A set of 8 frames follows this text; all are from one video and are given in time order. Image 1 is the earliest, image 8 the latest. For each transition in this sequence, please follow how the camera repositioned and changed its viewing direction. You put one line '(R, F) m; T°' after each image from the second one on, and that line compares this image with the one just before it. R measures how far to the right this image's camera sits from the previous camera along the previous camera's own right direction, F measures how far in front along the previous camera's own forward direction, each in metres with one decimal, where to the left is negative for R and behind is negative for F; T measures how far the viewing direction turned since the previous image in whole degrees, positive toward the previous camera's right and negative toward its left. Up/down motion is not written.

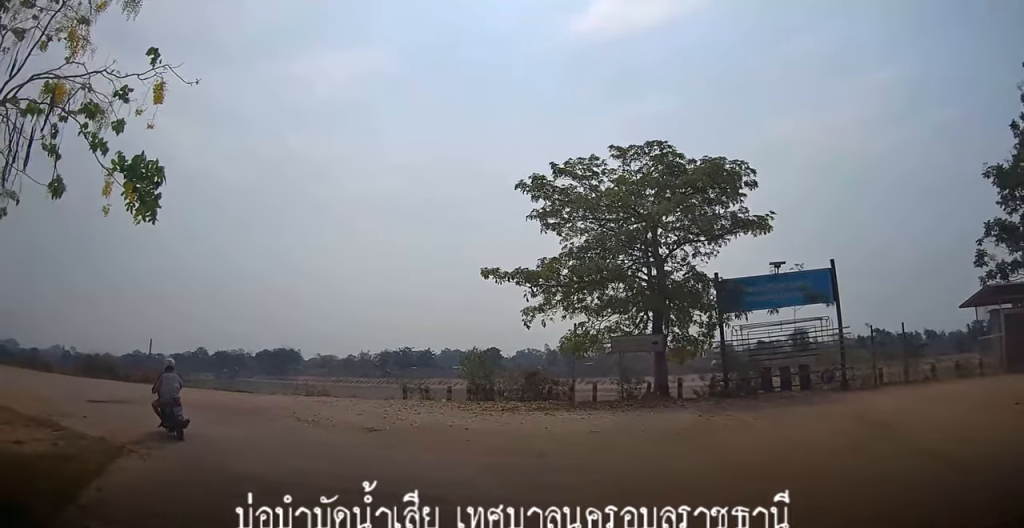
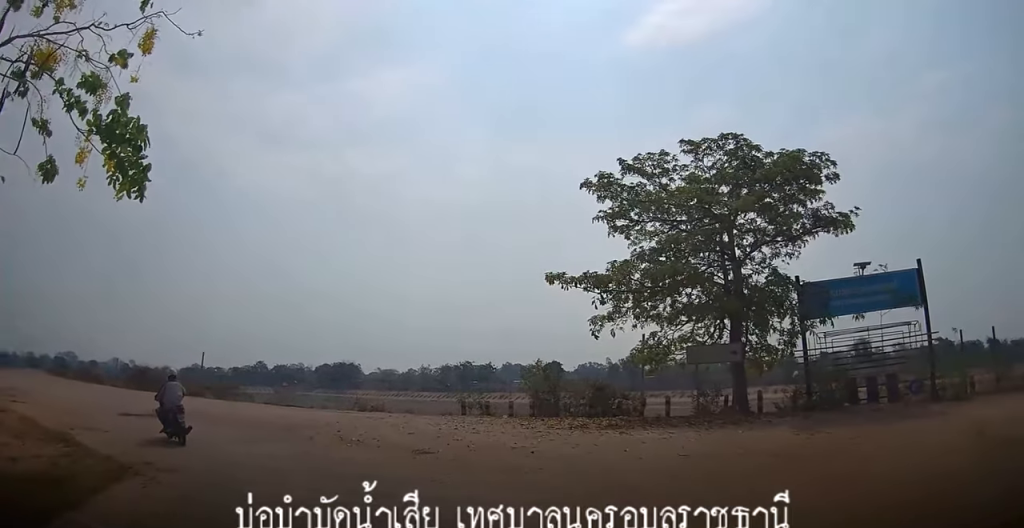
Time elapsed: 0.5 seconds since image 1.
(0.0, +1.8) m; -1°
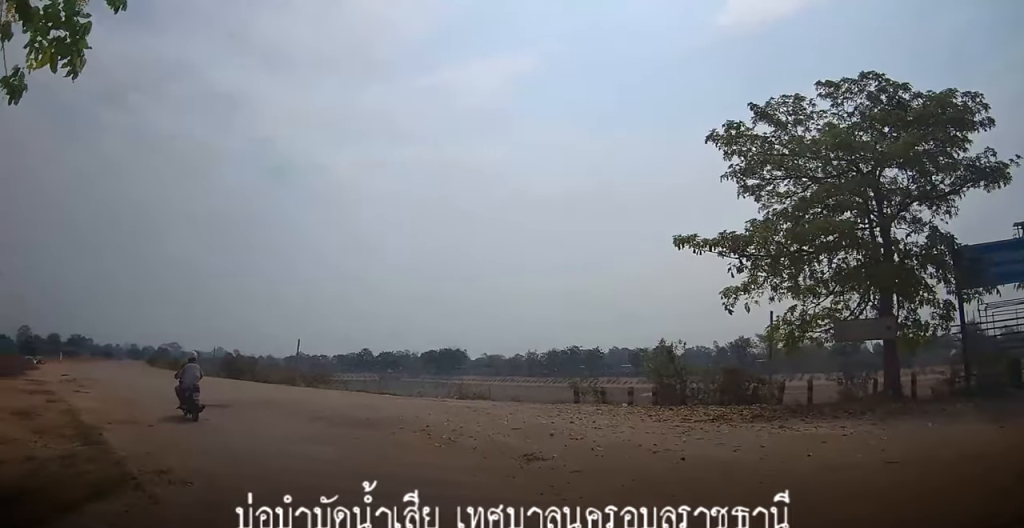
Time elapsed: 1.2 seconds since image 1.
(-0.1, +2.8) m; -8°
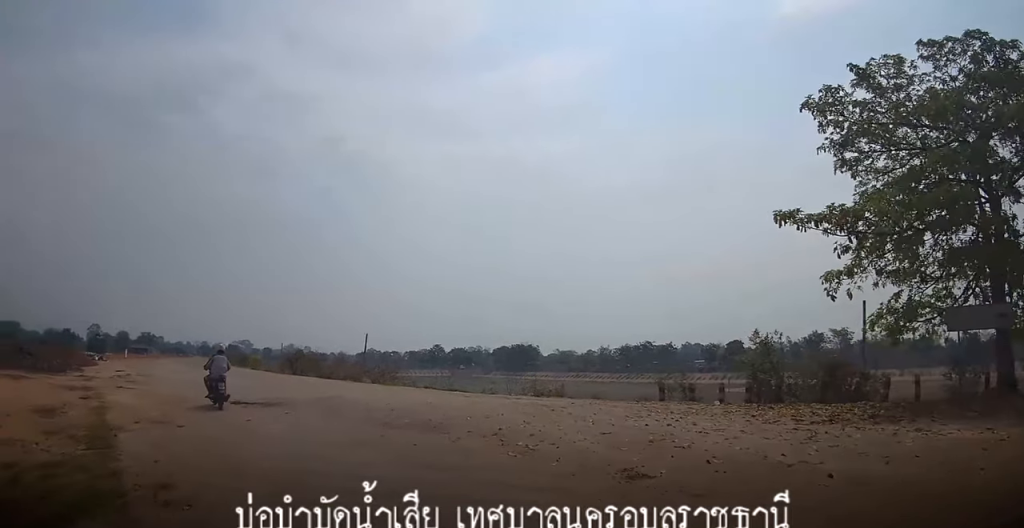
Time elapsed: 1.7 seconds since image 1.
(+0.1, +1.7) m; -8°
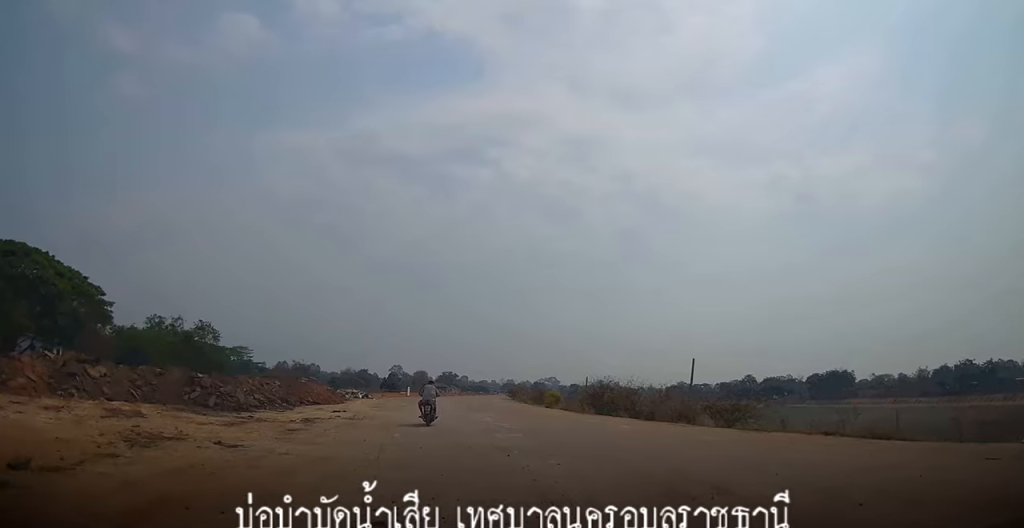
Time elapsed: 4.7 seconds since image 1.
(-4.5, +9.9) m; -34°
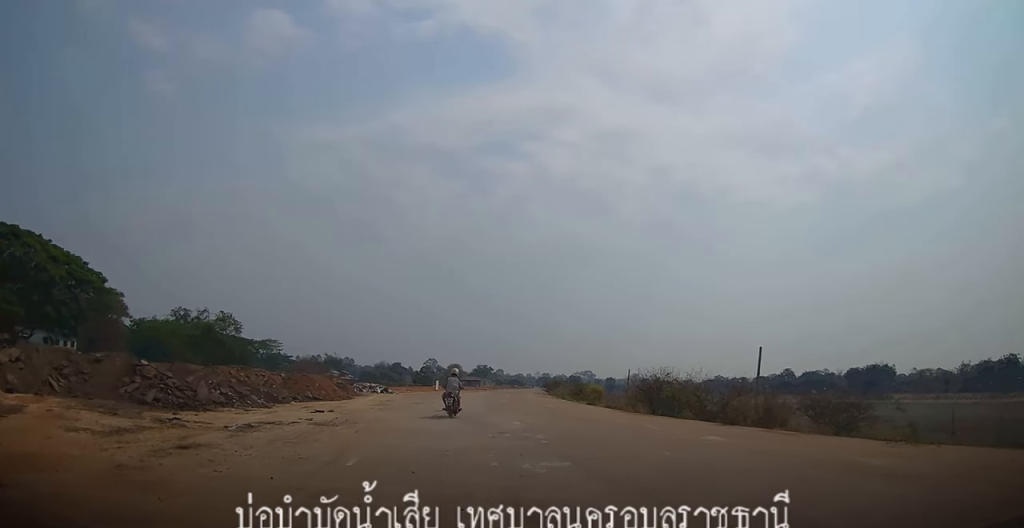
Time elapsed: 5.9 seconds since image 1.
(+0.1, +5.9) m; -1°
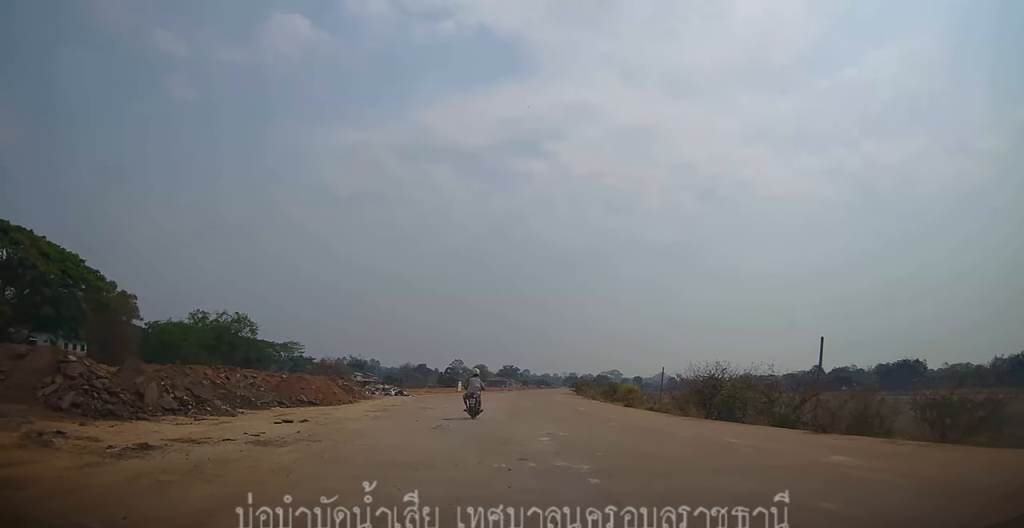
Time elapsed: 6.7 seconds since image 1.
(0.0, +4.4) m; -7°
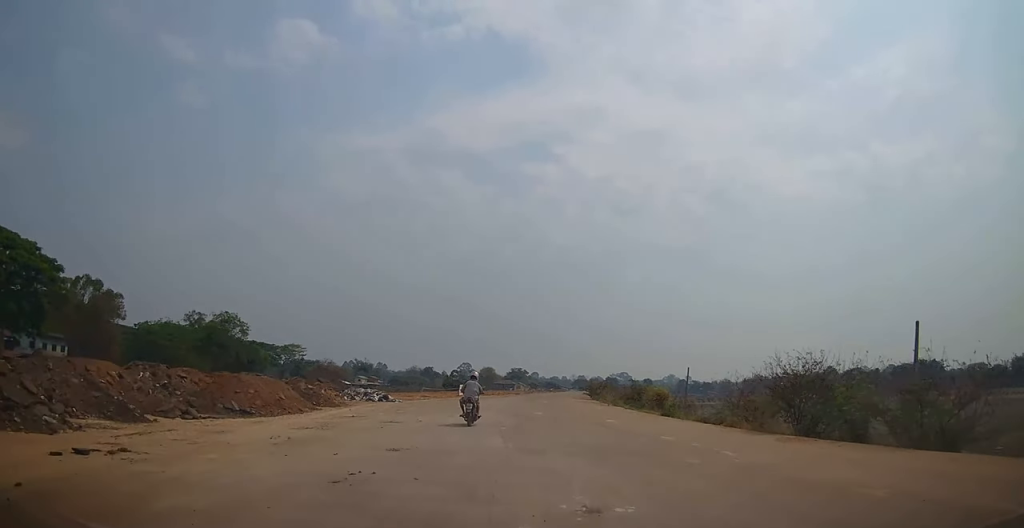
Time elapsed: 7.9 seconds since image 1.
(-0.7, +6.9) m; -3°
